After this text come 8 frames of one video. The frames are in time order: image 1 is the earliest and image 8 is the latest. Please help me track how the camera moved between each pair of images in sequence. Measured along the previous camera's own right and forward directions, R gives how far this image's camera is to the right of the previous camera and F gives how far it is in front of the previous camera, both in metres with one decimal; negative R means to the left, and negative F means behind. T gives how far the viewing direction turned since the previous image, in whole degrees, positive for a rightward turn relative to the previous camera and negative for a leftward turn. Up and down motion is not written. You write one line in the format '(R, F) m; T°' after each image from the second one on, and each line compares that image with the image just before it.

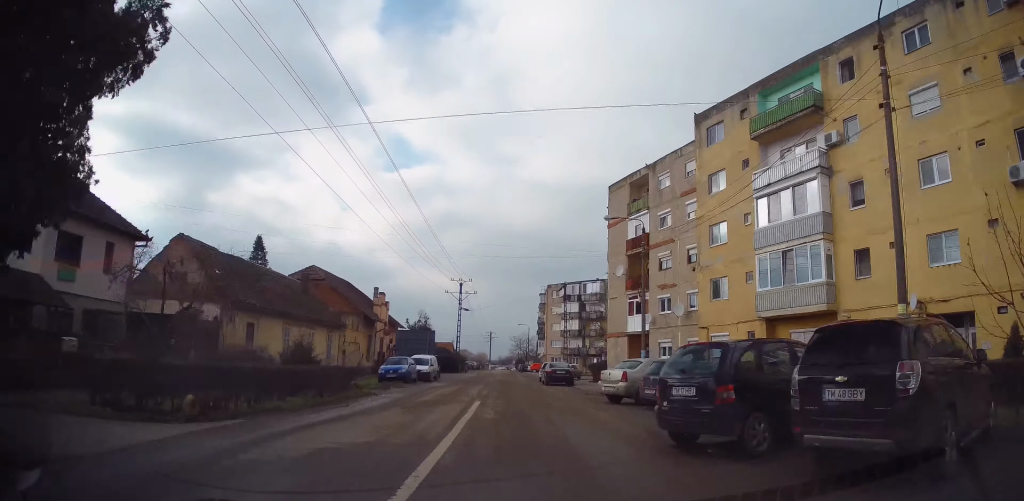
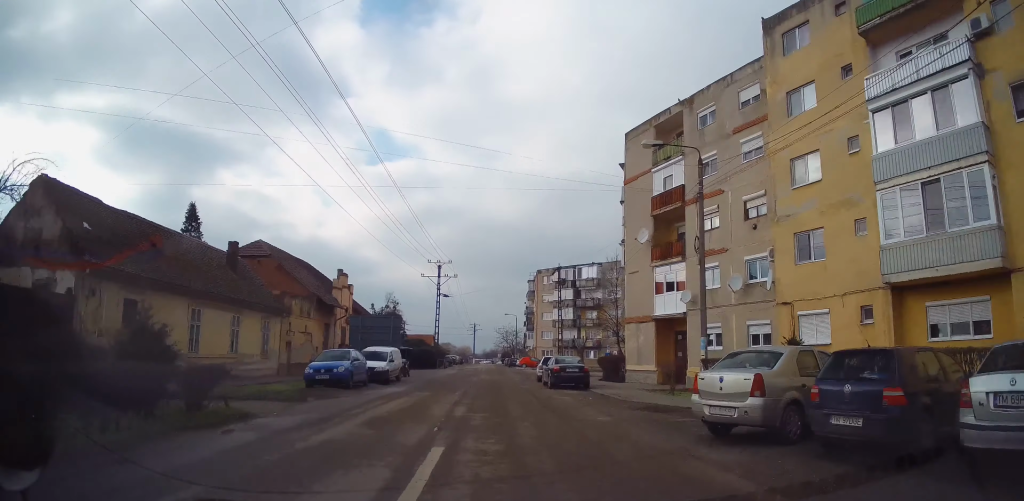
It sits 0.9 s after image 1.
(0.0, +9.1) m; +2°
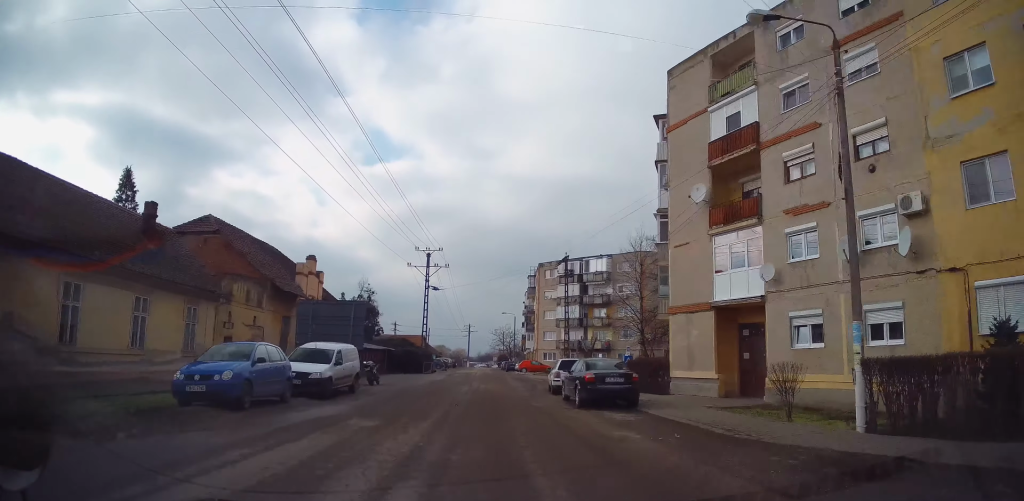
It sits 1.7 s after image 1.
(+0.2, +8.1) m; +2°
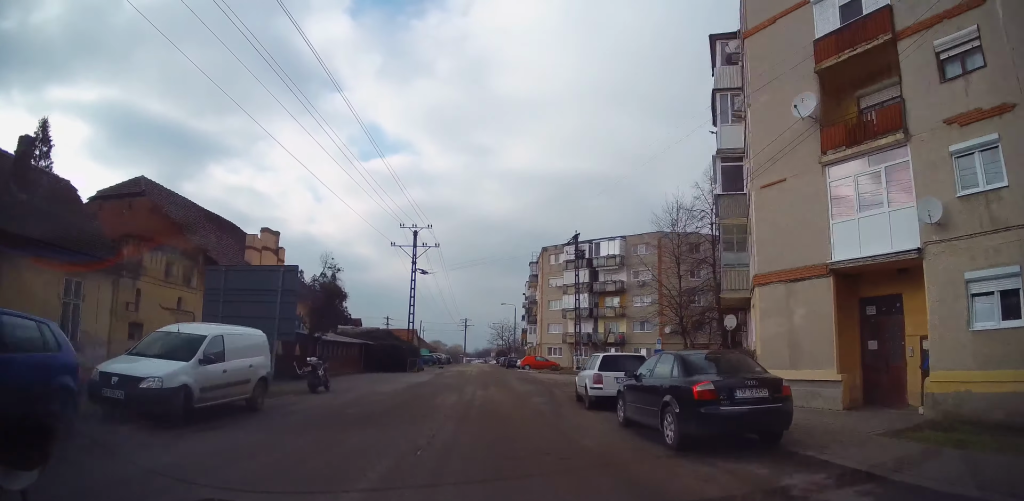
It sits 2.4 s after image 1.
(+0.2, +7.7) m; +1°
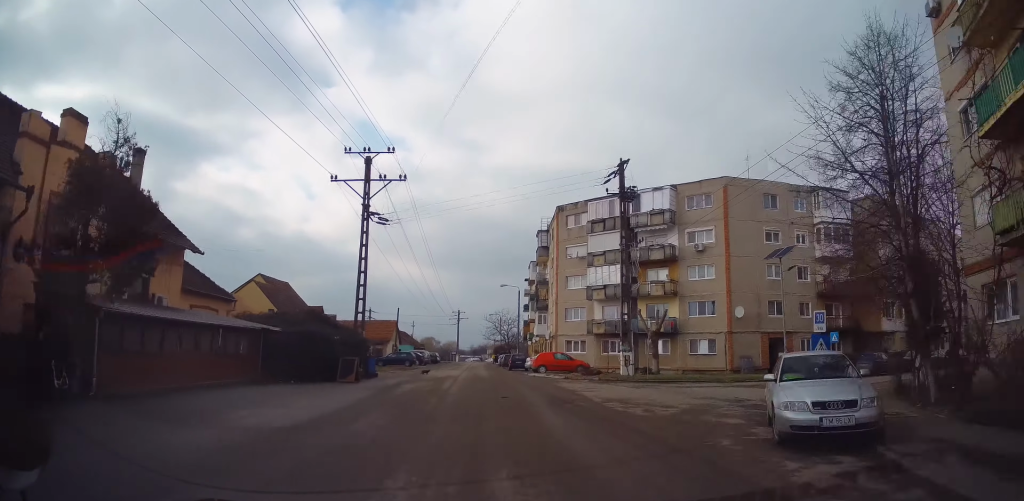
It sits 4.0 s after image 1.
(+0.2, +17.1) m; +2°
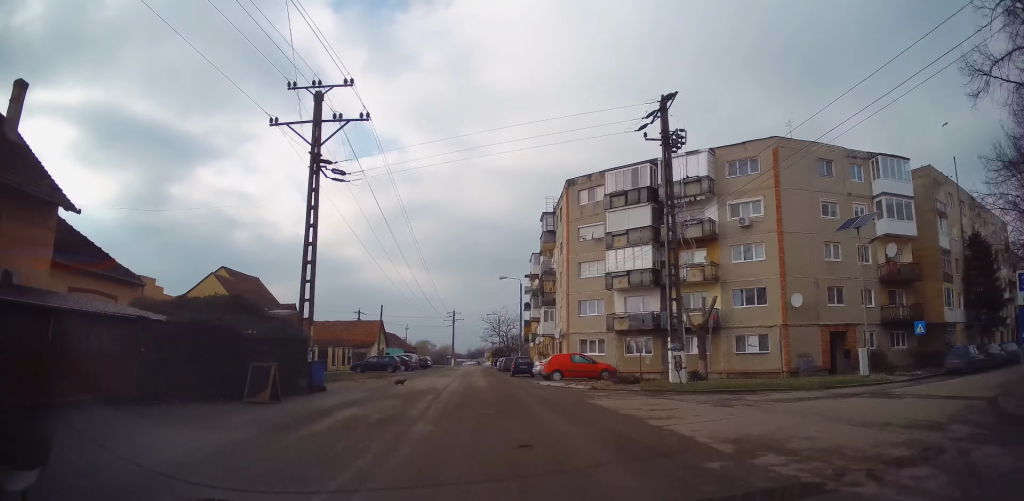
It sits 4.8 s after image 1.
(+0.3, +8.2) m; -2°
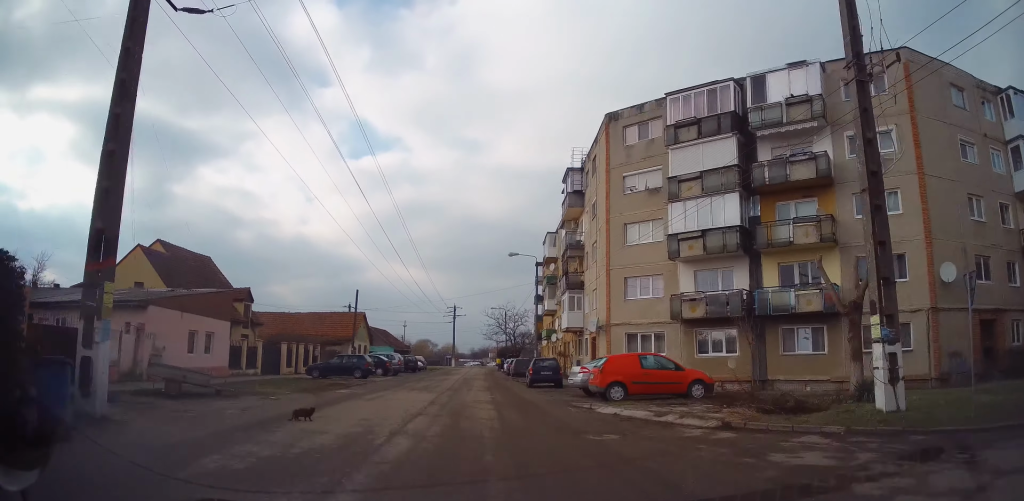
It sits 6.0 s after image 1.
(-0.7, +12.0) m; -2°
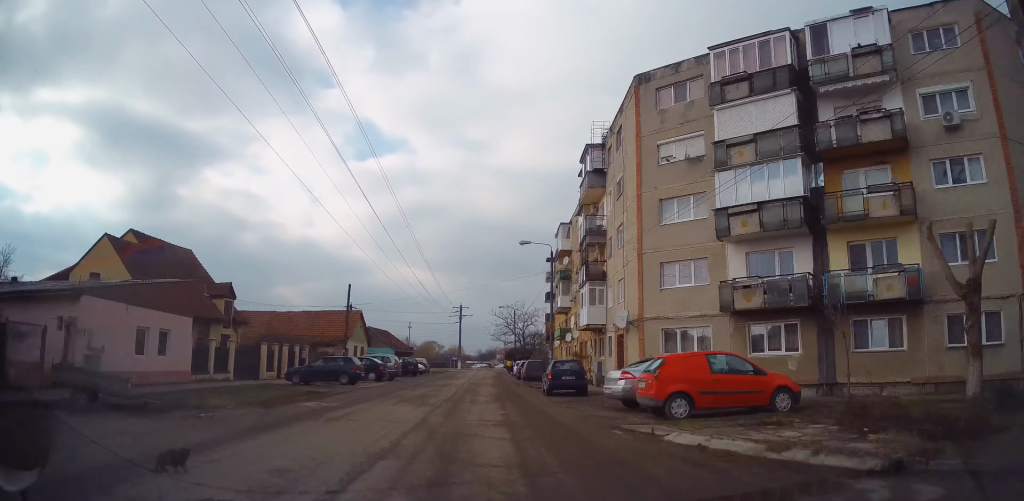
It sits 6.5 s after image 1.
(+0.1, +4.6) m; +1°
